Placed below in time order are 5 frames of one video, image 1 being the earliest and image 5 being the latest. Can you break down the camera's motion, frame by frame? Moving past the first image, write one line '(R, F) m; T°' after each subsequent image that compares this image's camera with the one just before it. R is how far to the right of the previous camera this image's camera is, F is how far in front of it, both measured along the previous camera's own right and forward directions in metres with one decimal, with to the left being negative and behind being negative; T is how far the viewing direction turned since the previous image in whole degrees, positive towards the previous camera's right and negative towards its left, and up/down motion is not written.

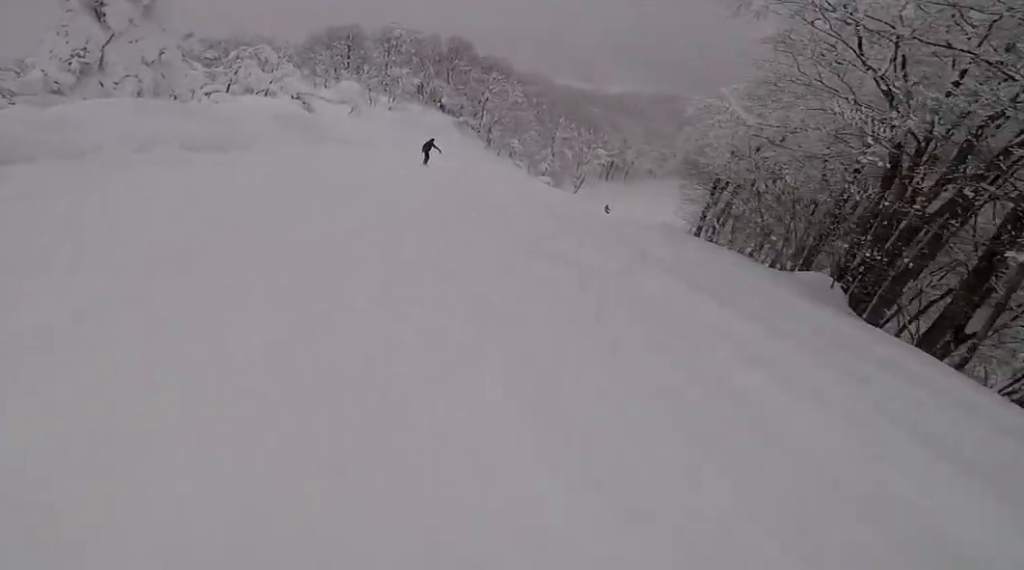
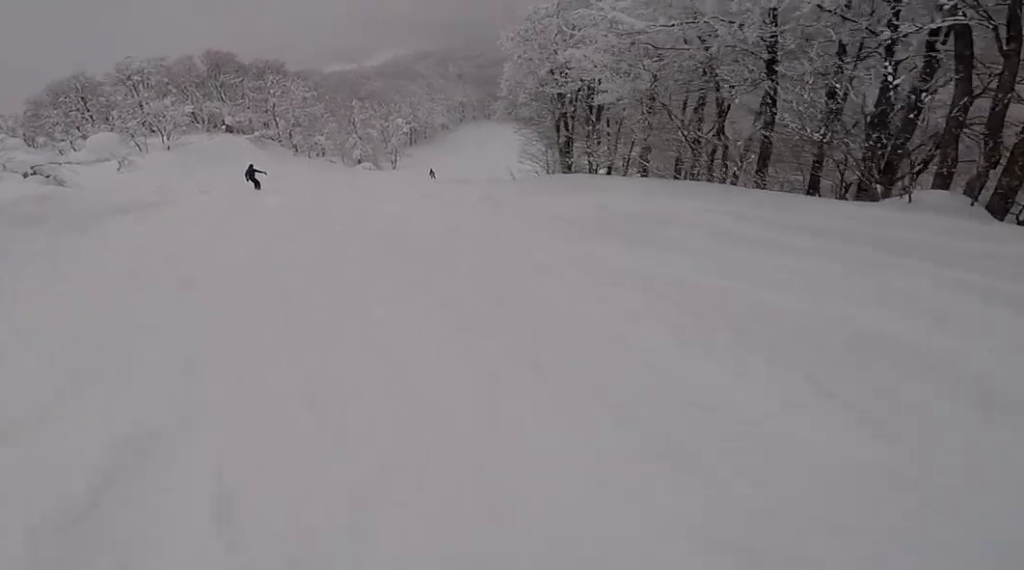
(0.0, +6.0) m; 0°
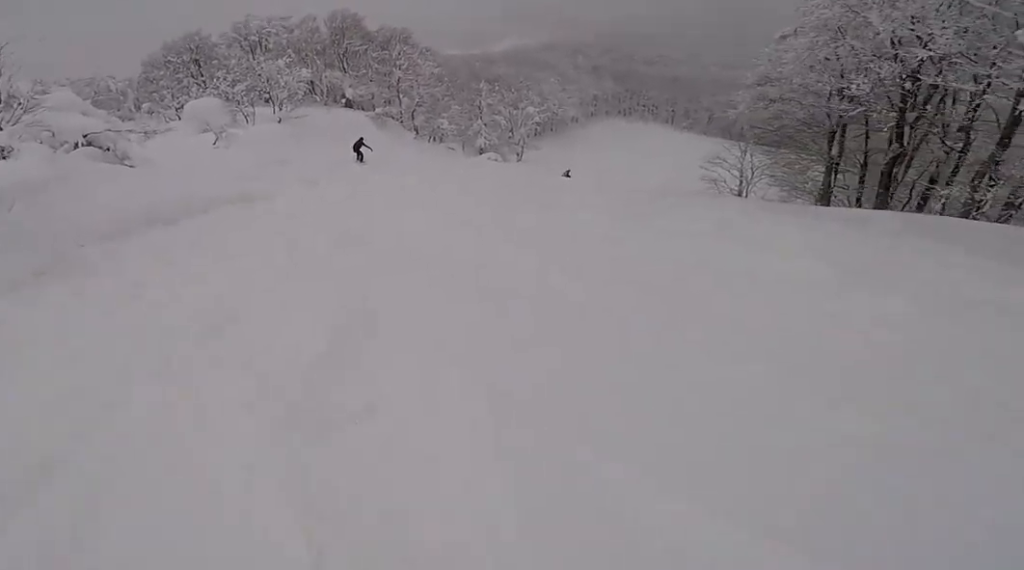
(+0.2, +8.5) m; +7°
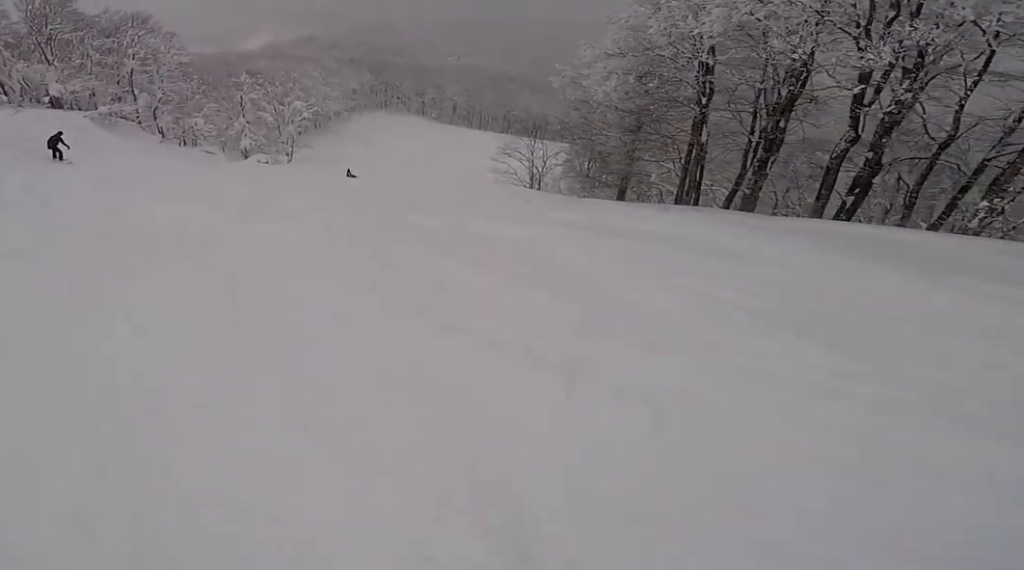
(+0.4, +8.4) m; +10°
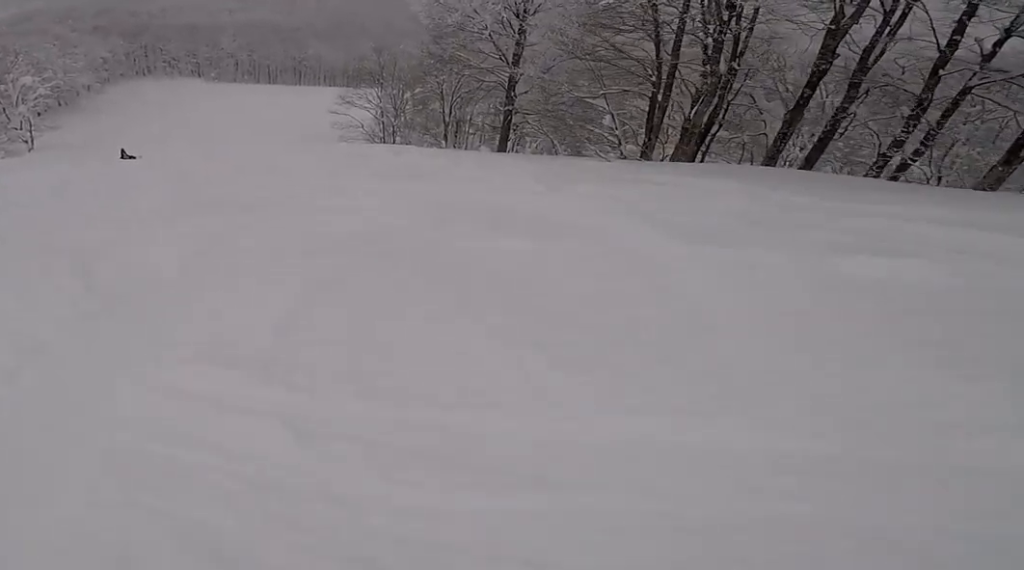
(+2.5, +8.1) m; +28°
